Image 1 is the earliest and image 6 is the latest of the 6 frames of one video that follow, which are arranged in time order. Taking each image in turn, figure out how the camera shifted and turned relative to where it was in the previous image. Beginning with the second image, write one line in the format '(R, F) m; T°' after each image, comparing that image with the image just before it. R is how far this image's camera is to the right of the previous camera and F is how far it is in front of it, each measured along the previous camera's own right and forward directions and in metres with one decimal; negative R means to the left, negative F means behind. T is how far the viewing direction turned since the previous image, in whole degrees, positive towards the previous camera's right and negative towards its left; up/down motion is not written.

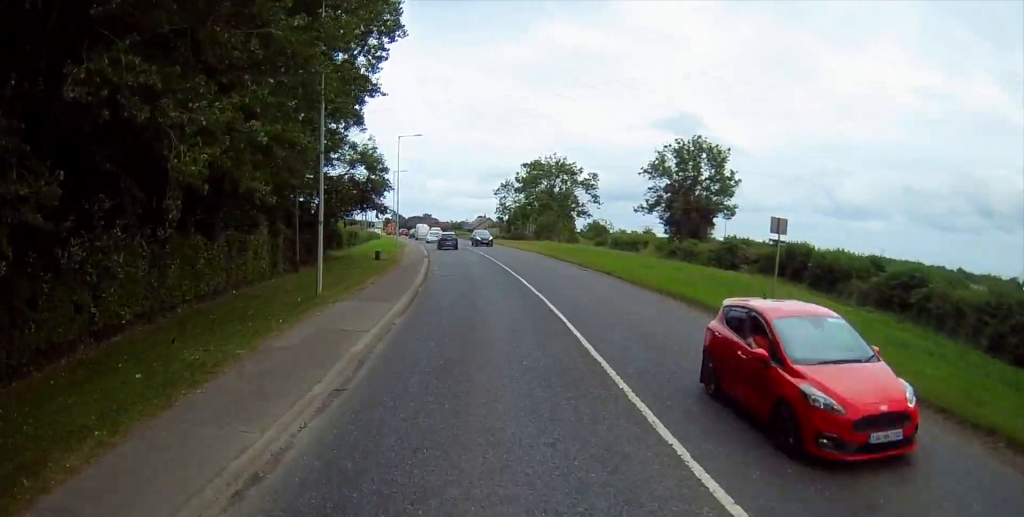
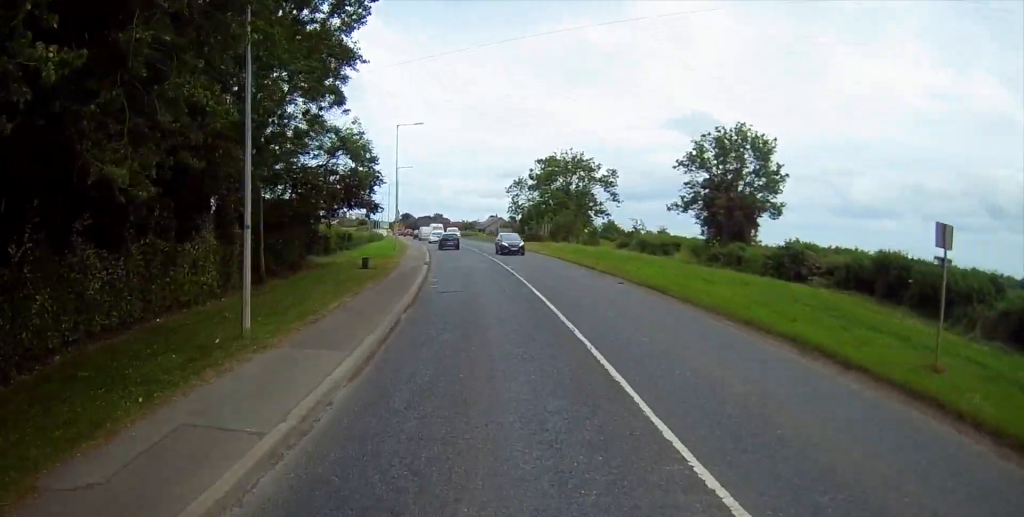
(0.0, +7.1) m; 0°
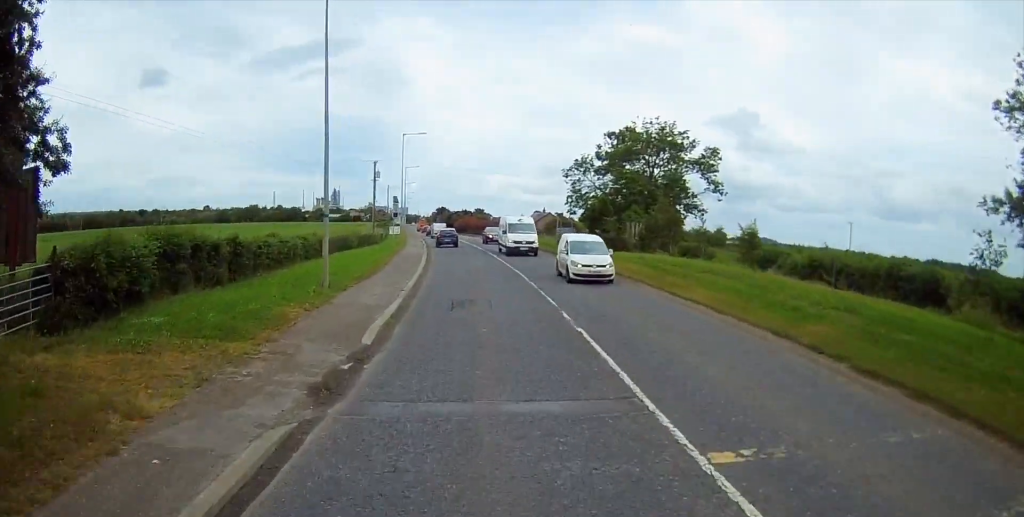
(-1.1, +30.2) m; -5°
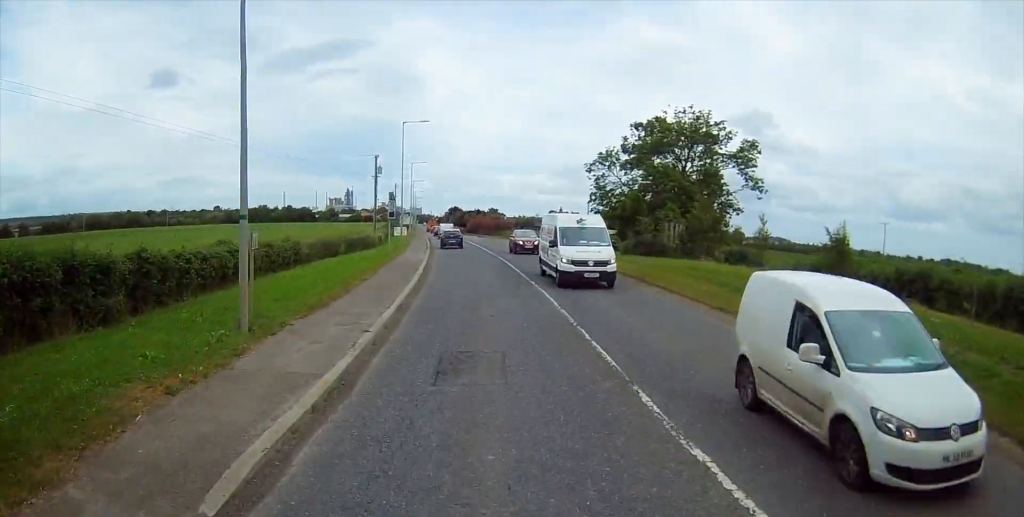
(-0.1, +7.9) m; 0°
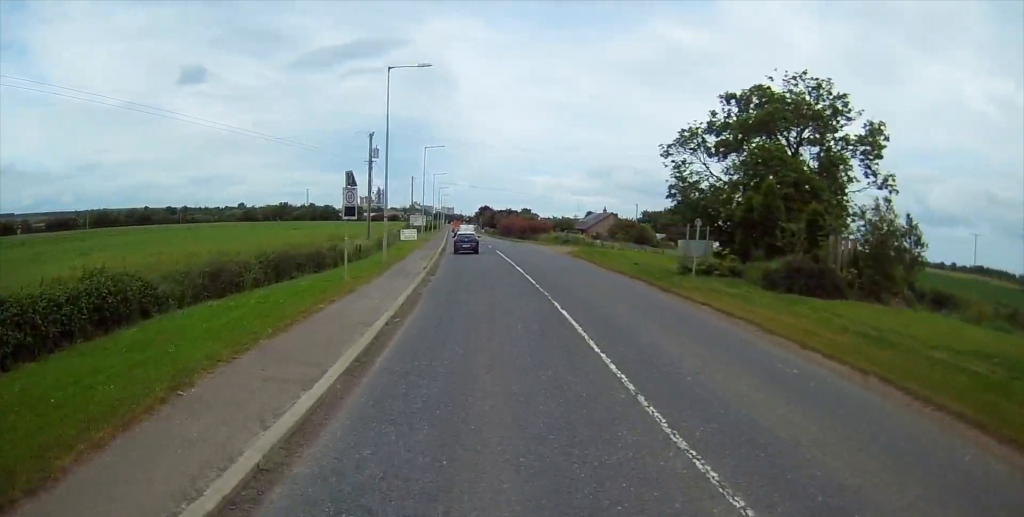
(+0.3, +19.6) m; -2°
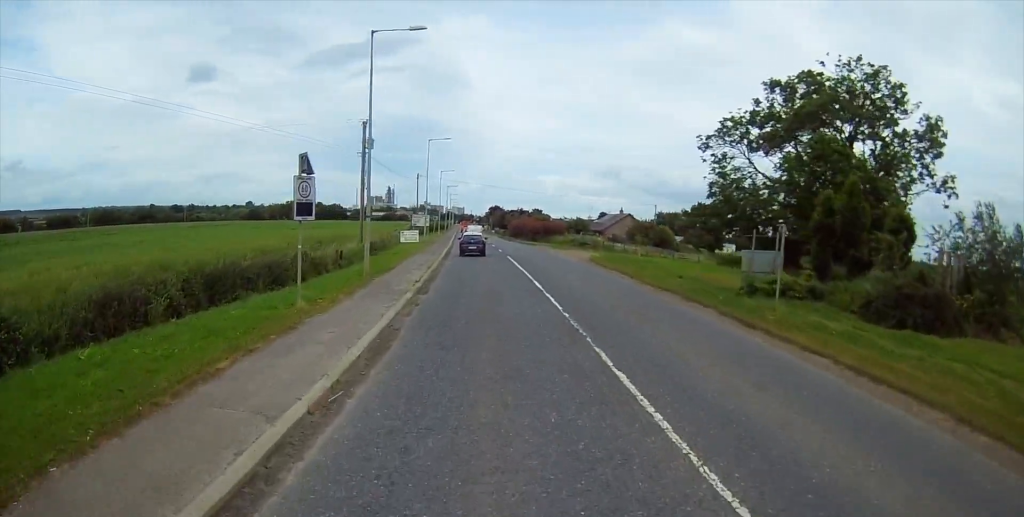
(-0.4, +6.8) m; -2°
